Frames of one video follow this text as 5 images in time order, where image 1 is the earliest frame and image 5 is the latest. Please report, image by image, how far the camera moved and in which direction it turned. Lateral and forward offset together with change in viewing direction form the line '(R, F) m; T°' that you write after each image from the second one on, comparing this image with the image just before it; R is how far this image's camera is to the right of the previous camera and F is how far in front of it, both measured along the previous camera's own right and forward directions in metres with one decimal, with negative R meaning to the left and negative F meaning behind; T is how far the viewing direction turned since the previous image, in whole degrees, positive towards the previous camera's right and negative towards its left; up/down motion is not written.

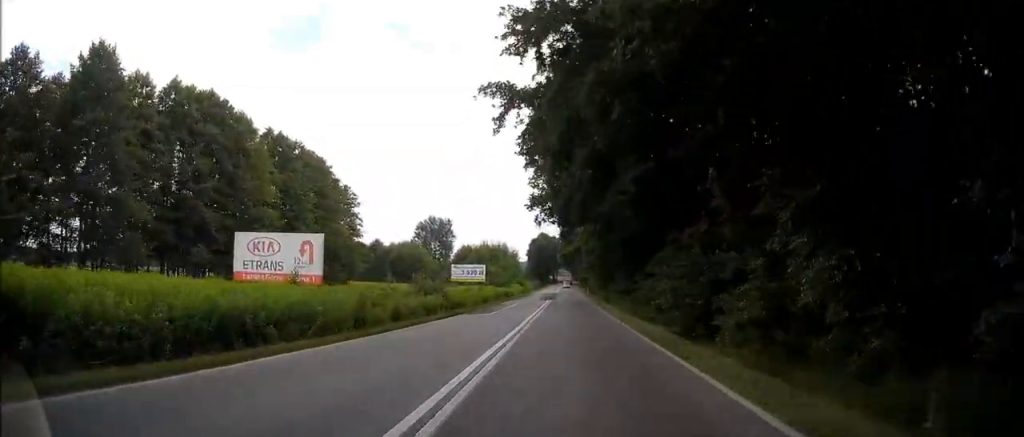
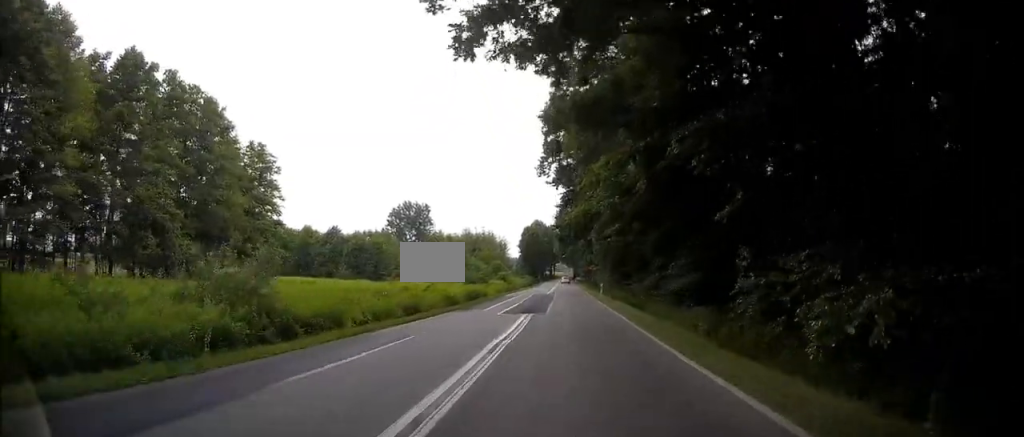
(+0.1, +28.9) m; 0°
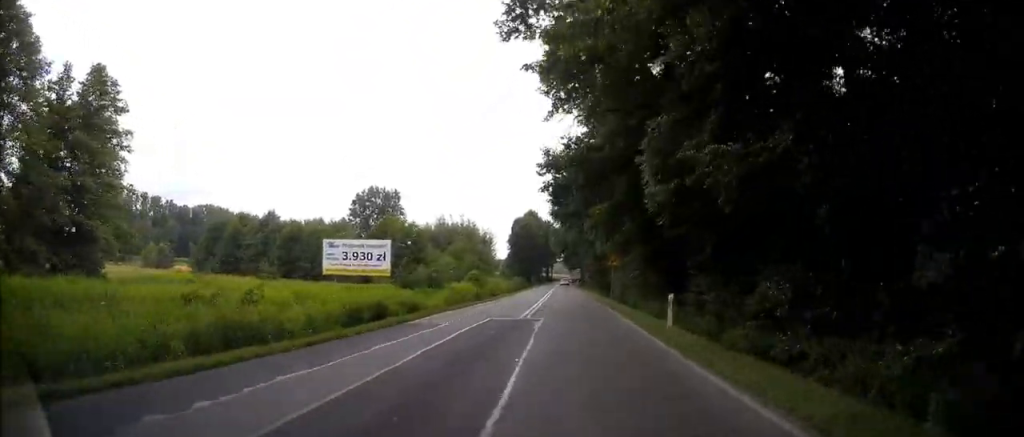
(-0.2, +28.7) m; 0°
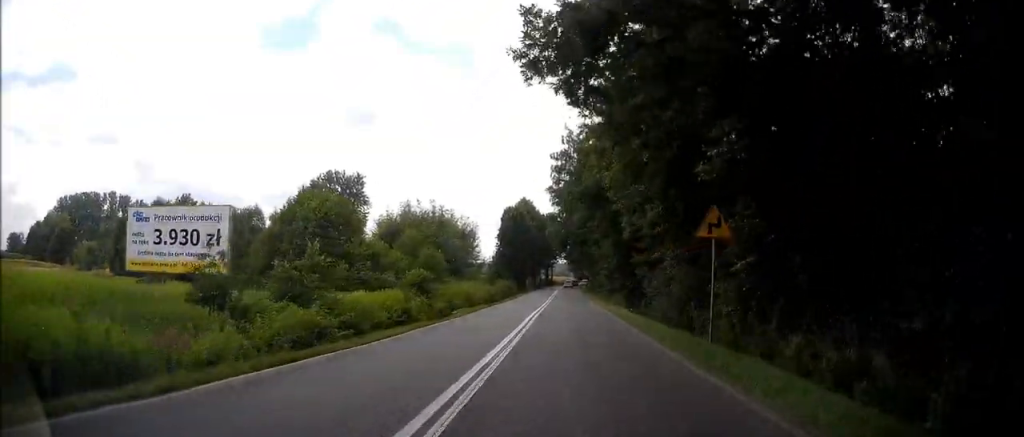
(0.0, +24.3) m; 0°
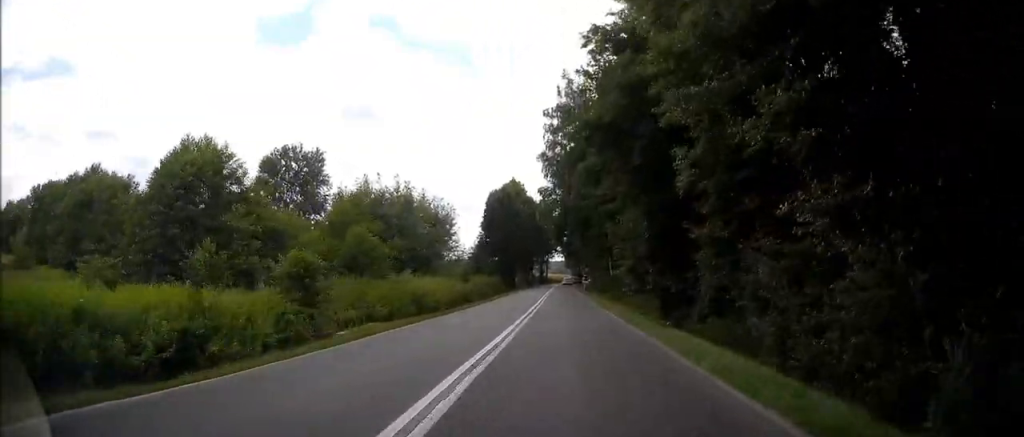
(0.0, +16.2) m; -1°
